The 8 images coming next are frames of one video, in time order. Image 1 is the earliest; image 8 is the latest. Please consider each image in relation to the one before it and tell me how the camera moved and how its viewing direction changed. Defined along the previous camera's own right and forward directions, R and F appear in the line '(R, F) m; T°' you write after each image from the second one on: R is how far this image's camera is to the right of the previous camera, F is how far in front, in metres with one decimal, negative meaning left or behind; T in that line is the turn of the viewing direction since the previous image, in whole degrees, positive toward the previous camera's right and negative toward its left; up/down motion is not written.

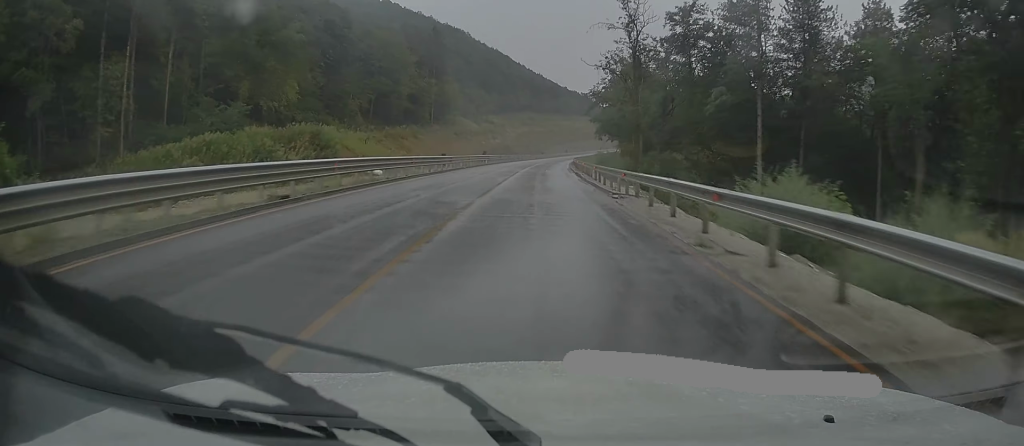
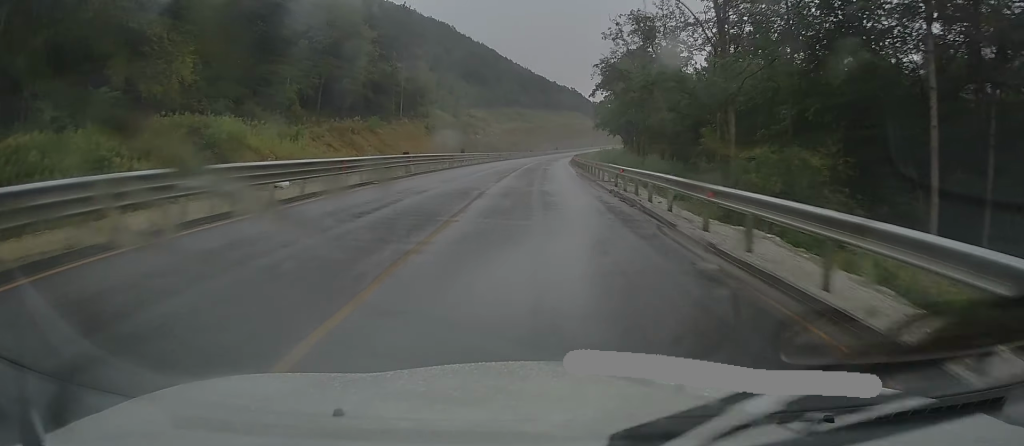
(+0.3, +23.6) m; +1°
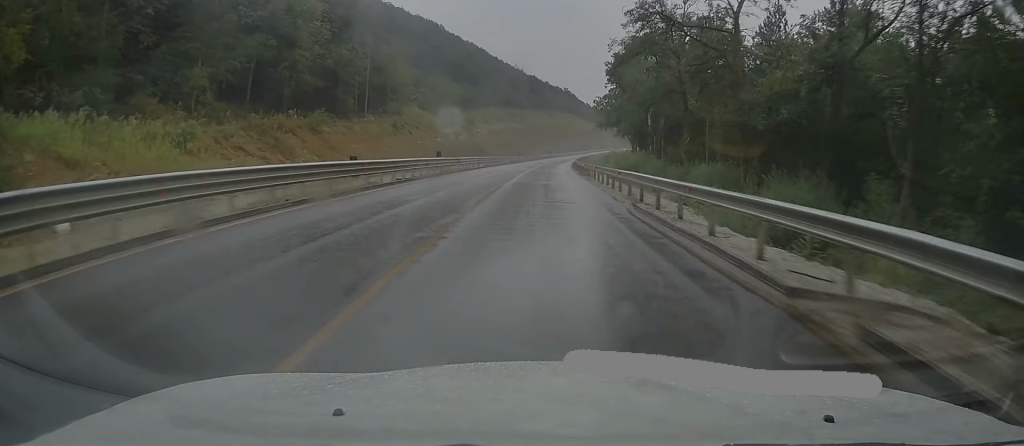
(+0.2, +22.1) m; +1°
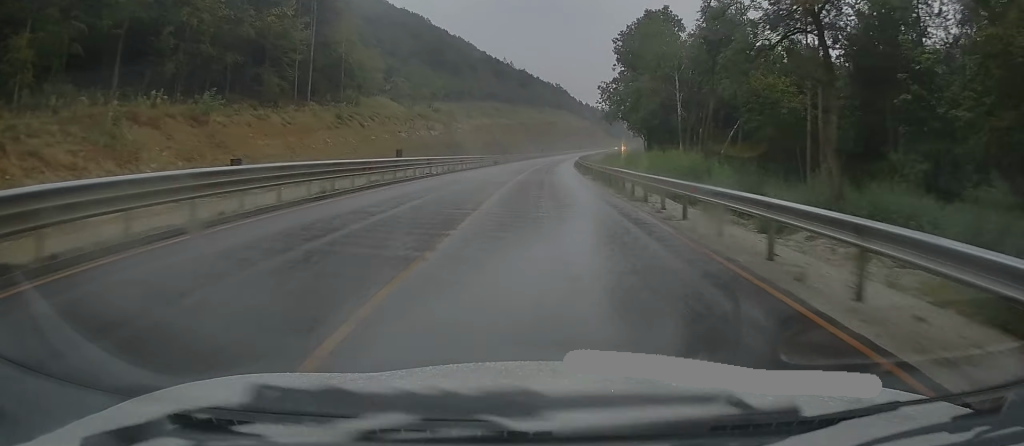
(+0.2, +24.3) m; +1°
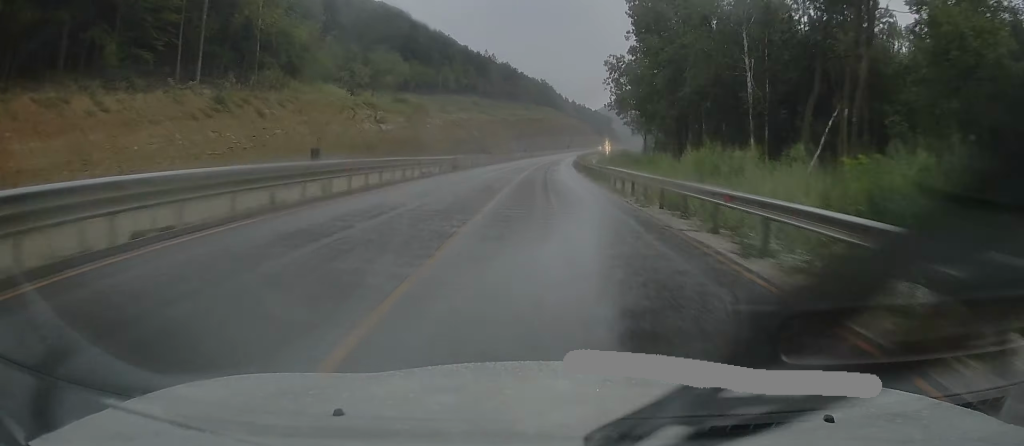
(+0.1, +26.2) m; +1°
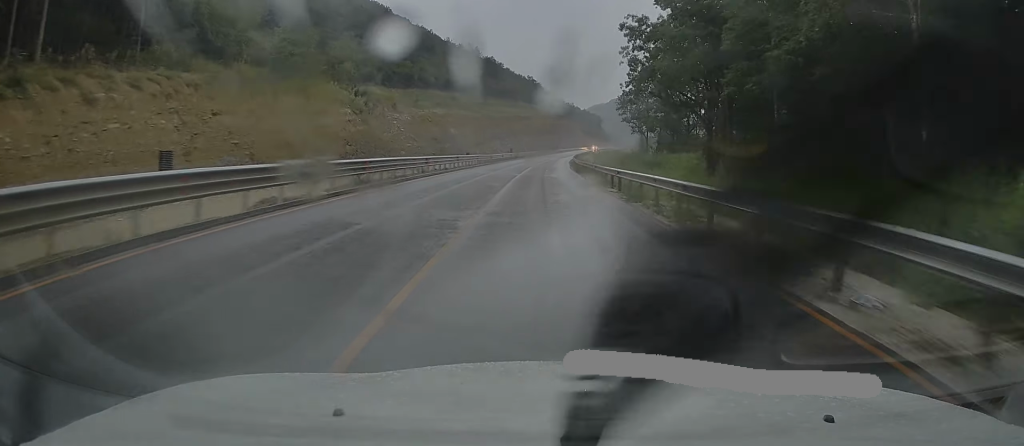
(+0.2, +21.0) m; +1°
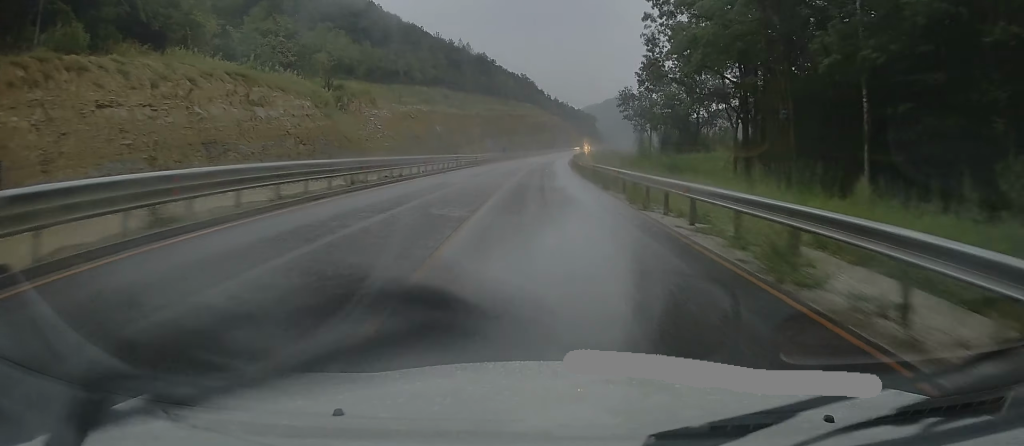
(0.0, +12.0) m; +1°
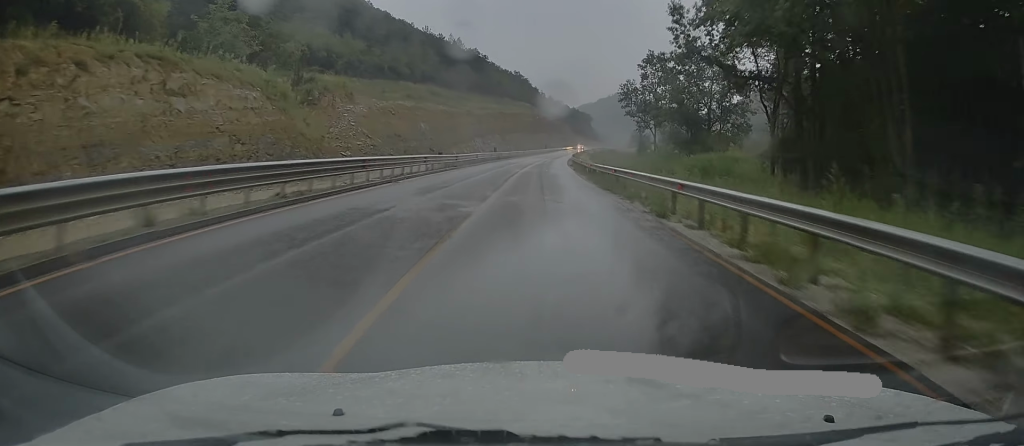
(+0.1, +11.3) m; 0°
